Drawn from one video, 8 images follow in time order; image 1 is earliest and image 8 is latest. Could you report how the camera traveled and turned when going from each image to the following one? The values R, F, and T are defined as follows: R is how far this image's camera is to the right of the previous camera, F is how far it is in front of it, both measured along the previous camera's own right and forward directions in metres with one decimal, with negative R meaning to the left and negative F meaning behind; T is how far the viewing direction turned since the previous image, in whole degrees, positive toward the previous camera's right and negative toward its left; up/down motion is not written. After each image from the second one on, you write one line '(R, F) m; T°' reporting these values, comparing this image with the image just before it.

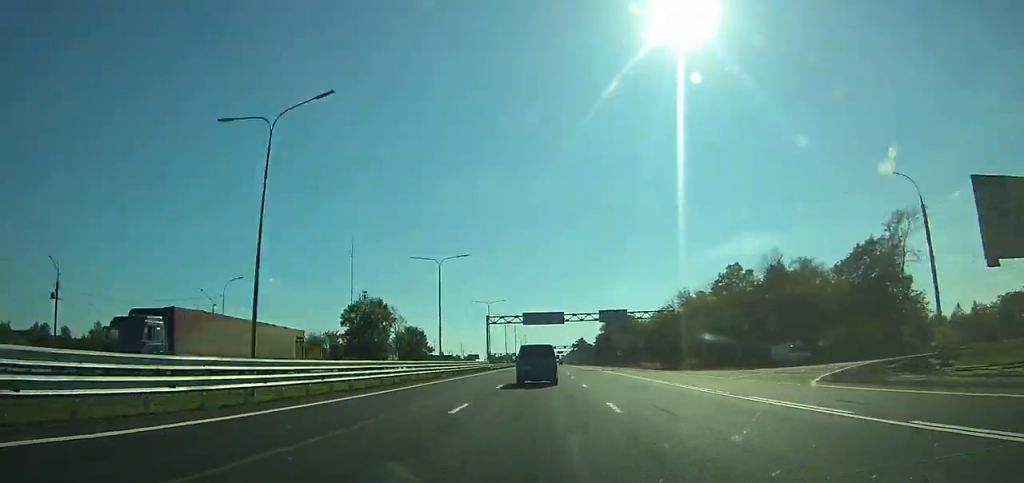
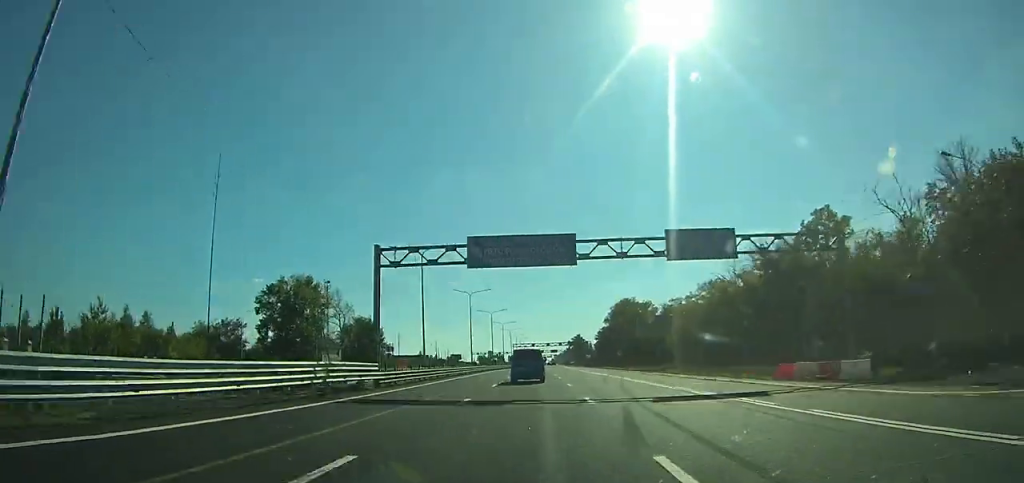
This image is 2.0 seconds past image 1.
(+0.3, +44.3) m; 0°
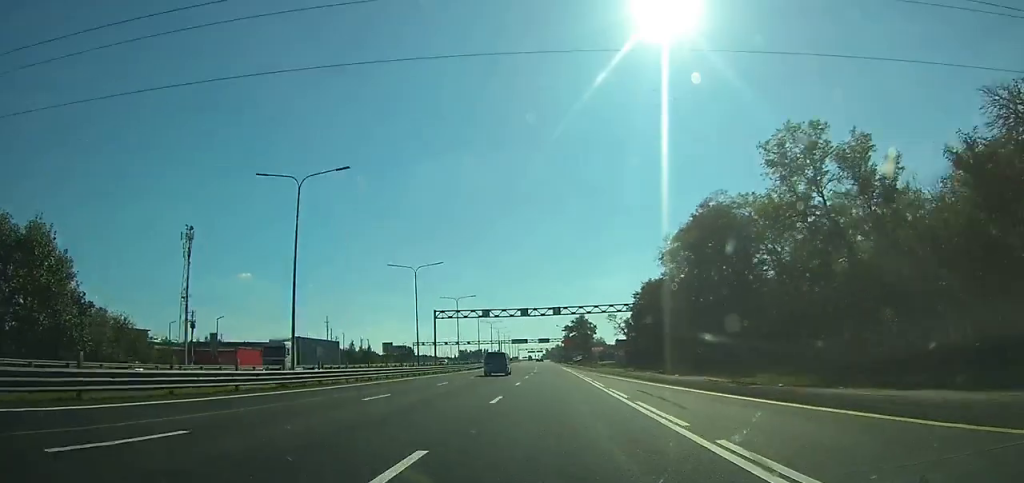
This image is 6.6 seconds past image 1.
(+0.6, +106.4) m; 0°
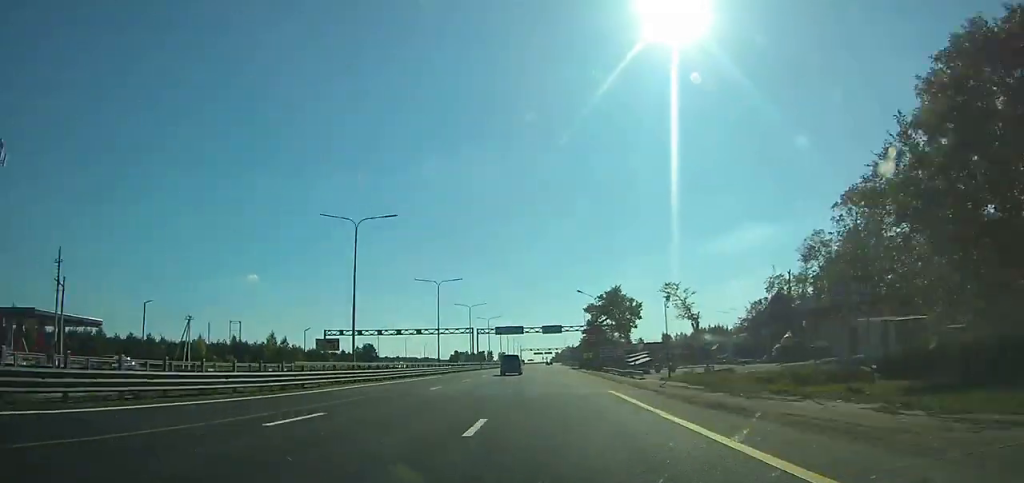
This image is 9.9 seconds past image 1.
(-0.5, +82.4) m; -1°
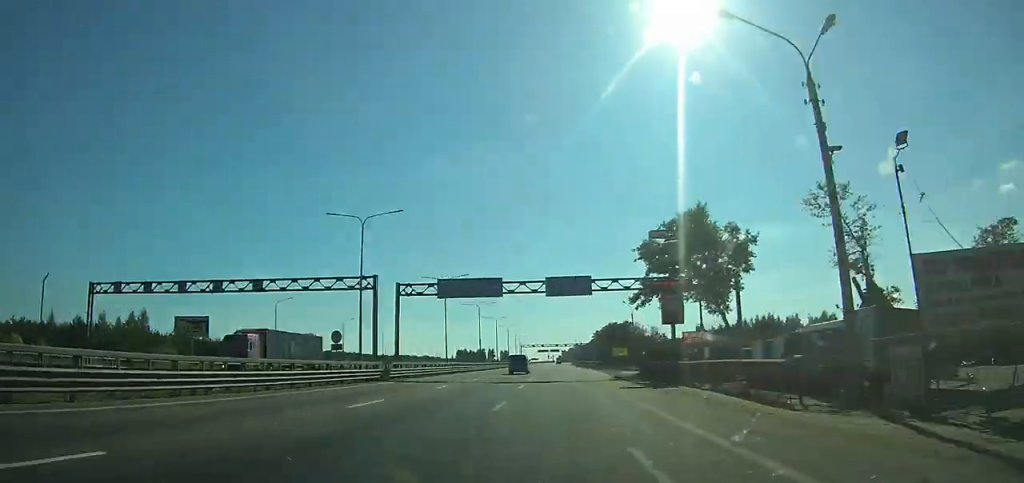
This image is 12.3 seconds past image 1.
(-0.4, +60.8) m; 0°
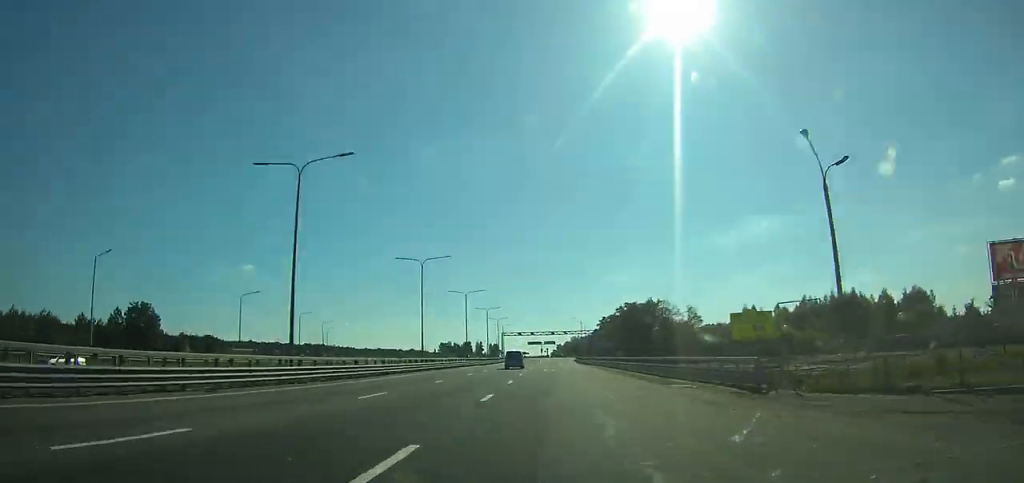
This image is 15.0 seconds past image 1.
(+0.1, +69.5) m; 0°
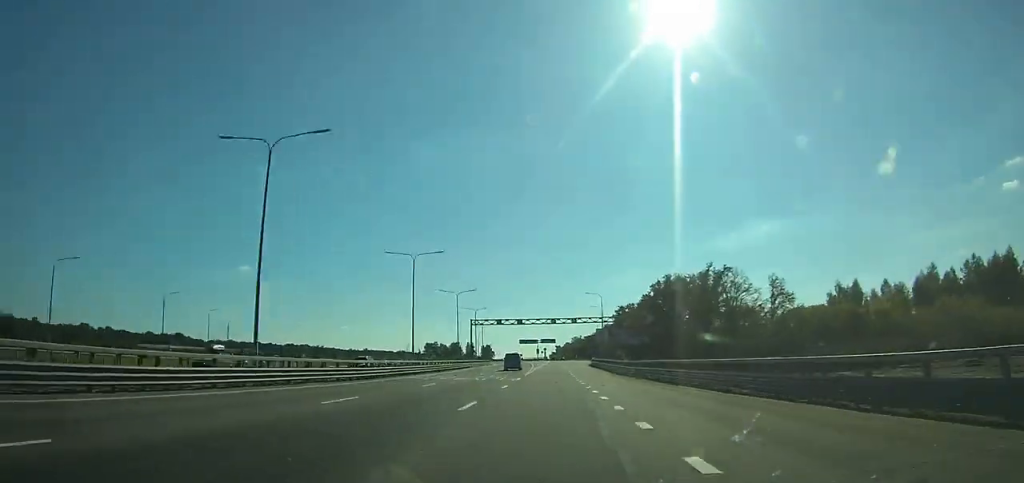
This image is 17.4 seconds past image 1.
(+0.2, +66.1) m; 0°
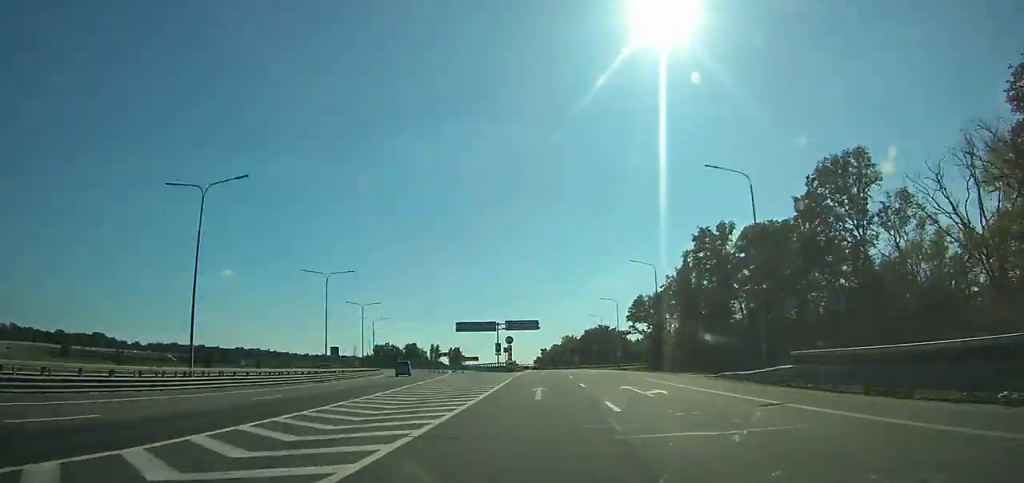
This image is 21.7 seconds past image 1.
(+1.0, +119.0) m; 0°
